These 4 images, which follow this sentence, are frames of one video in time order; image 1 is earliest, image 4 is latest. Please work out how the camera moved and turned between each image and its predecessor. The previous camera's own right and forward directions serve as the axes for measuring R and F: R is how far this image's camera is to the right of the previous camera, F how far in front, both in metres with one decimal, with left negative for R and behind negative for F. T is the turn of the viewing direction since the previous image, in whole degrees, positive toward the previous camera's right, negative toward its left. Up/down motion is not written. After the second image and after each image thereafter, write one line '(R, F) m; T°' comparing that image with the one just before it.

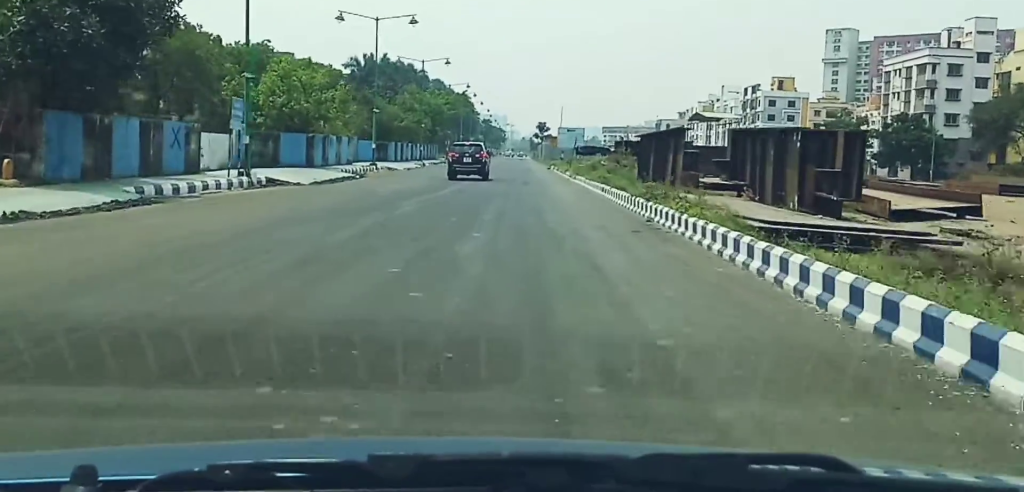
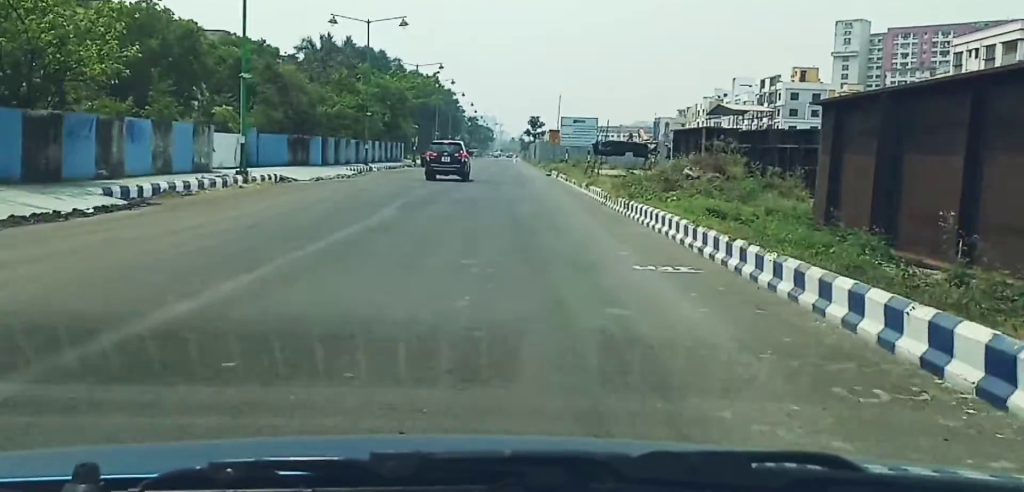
(+0.5, +22.6) m; +3°
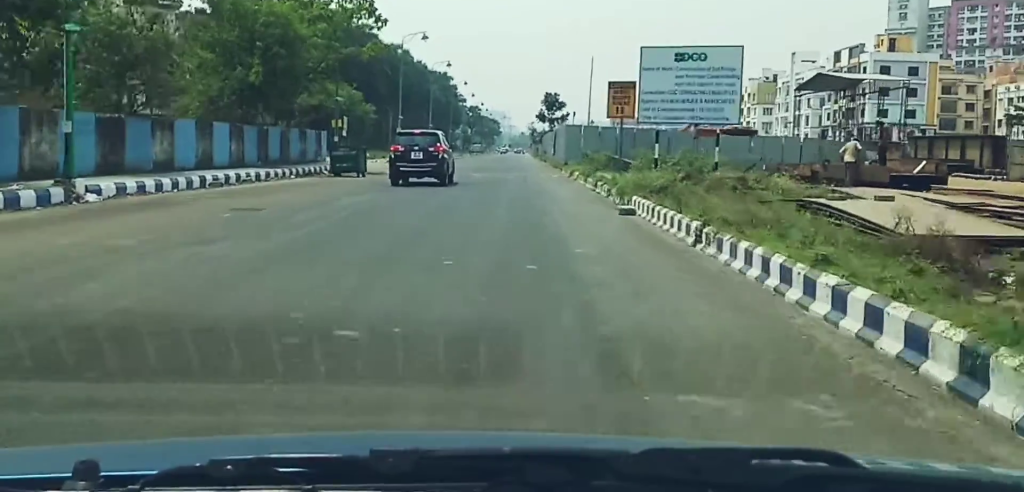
(-0.5, +39.0) m; -5°
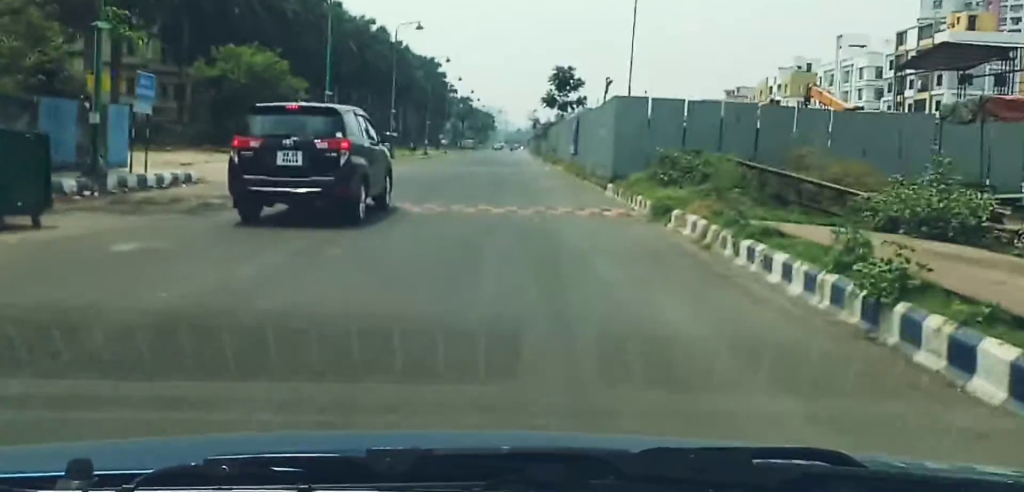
(-0.2, +27.8) m; 0°
